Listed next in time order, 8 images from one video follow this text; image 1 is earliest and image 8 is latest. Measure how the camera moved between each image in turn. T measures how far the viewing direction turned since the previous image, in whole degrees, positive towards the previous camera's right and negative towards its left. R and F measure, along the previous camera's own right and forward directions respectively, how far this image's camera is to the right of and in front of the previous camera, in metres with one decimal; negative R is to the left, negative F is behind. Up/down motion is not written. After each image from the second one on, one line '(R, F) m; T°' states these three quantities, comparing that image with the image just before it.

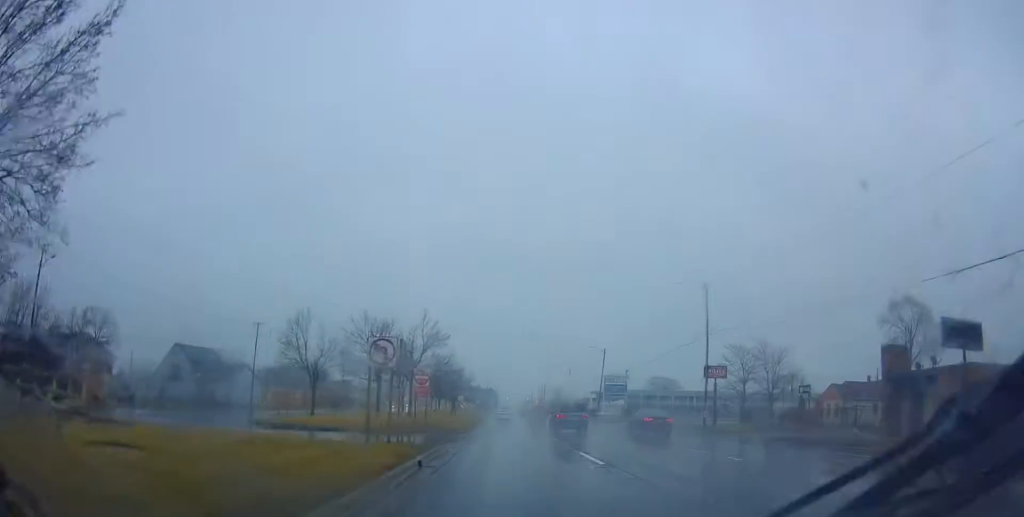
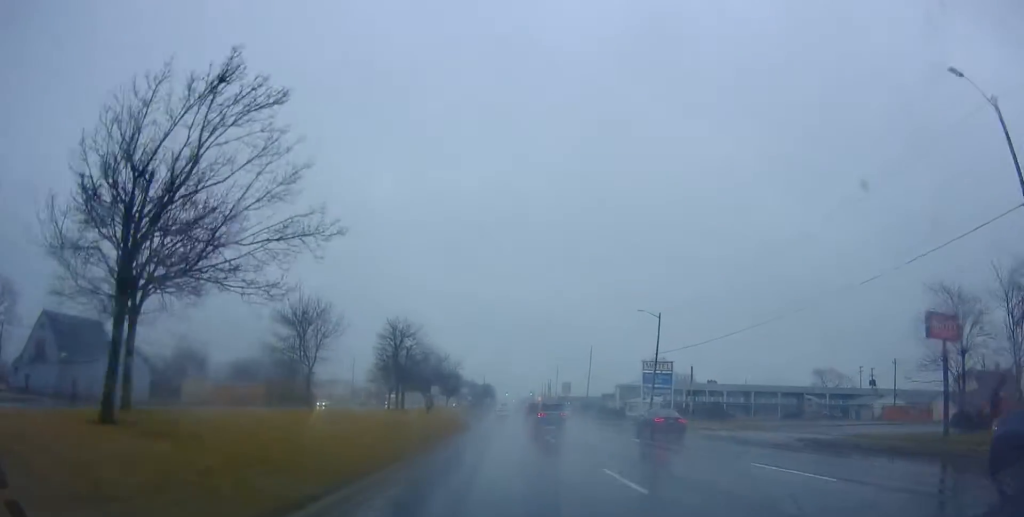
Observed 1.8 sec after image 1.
(+0.1, +35.7) m; 0°
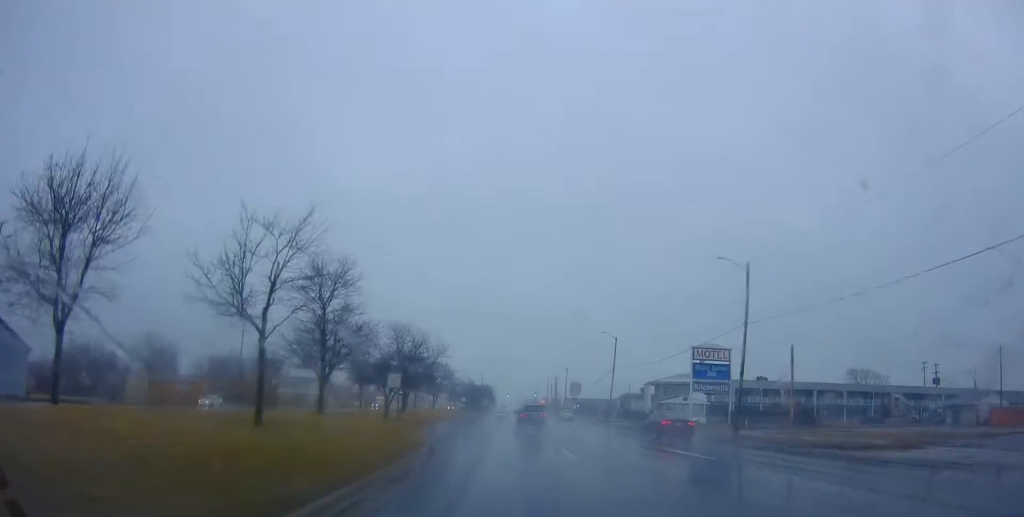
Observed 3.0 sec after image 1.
(+0.1, +23.8) m; 0°
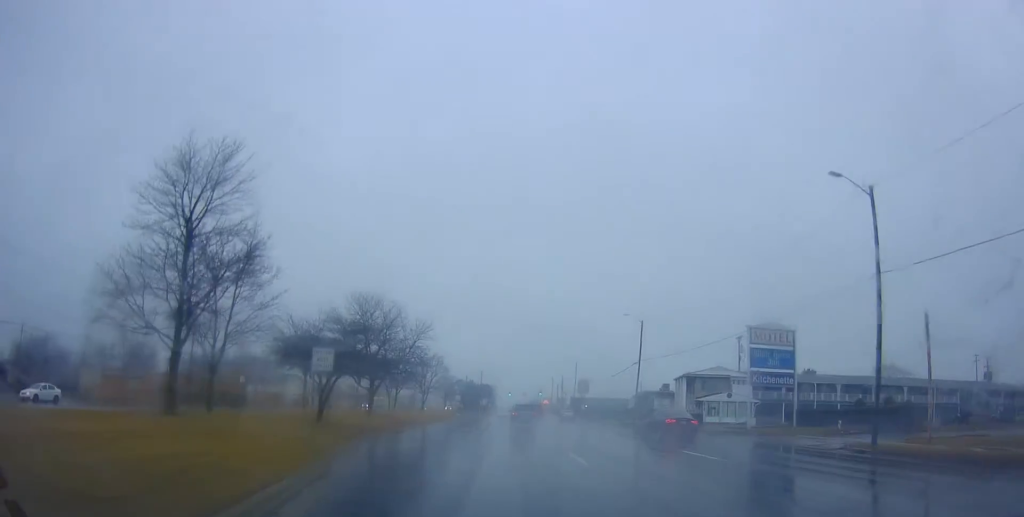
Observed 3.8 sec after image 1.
(+0.1, +15.9) m; -1°
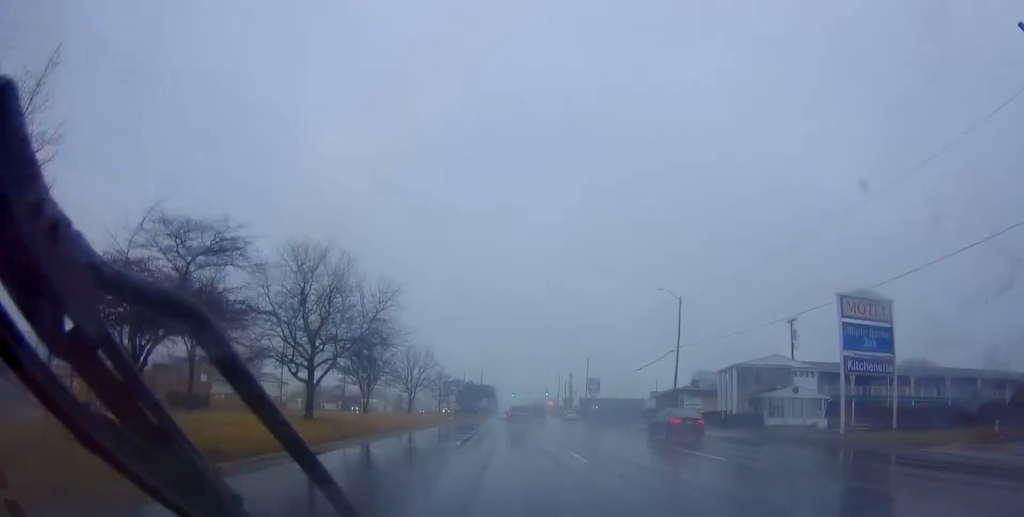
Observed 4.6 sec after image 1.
(-0.4, +15.2) m; 0°
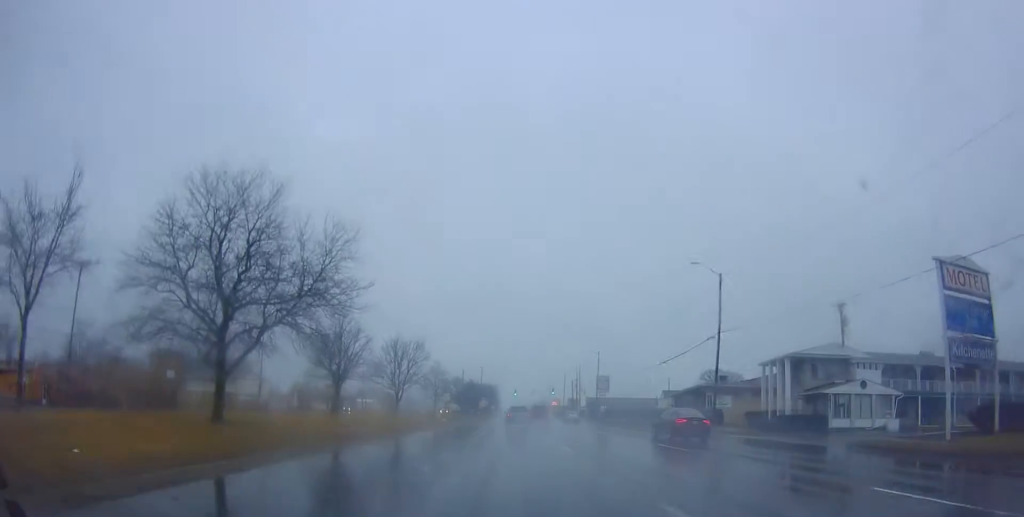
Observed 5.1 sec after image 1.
(0.0, +10.6) m; 0°
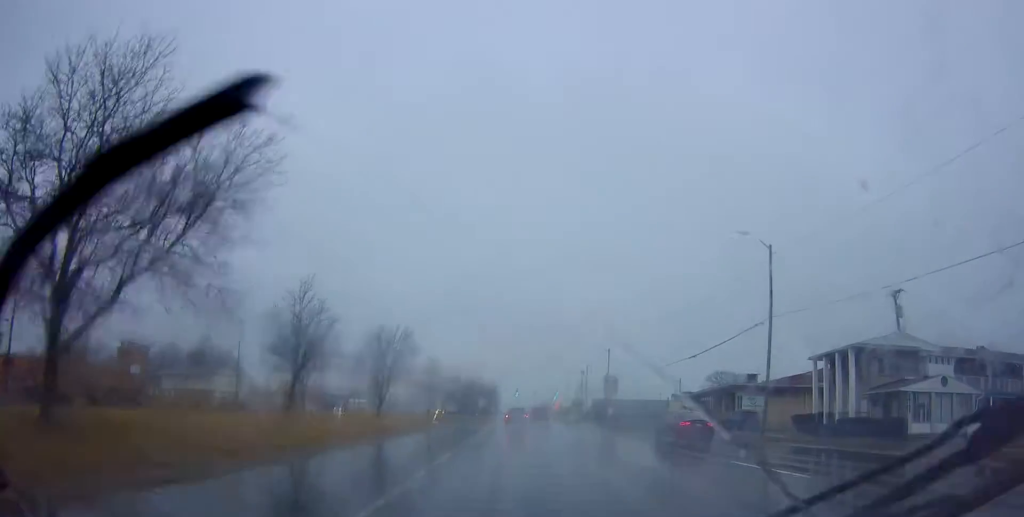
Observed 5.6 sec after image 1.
(+0.3, +9.3) m; 0°
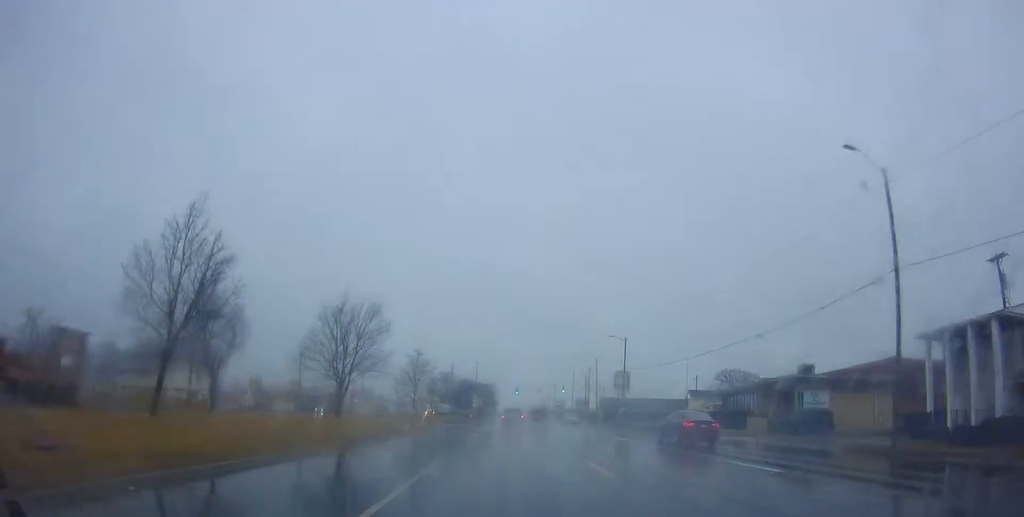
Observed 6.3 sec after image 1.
(-0.1, +13.9) m; +1°
